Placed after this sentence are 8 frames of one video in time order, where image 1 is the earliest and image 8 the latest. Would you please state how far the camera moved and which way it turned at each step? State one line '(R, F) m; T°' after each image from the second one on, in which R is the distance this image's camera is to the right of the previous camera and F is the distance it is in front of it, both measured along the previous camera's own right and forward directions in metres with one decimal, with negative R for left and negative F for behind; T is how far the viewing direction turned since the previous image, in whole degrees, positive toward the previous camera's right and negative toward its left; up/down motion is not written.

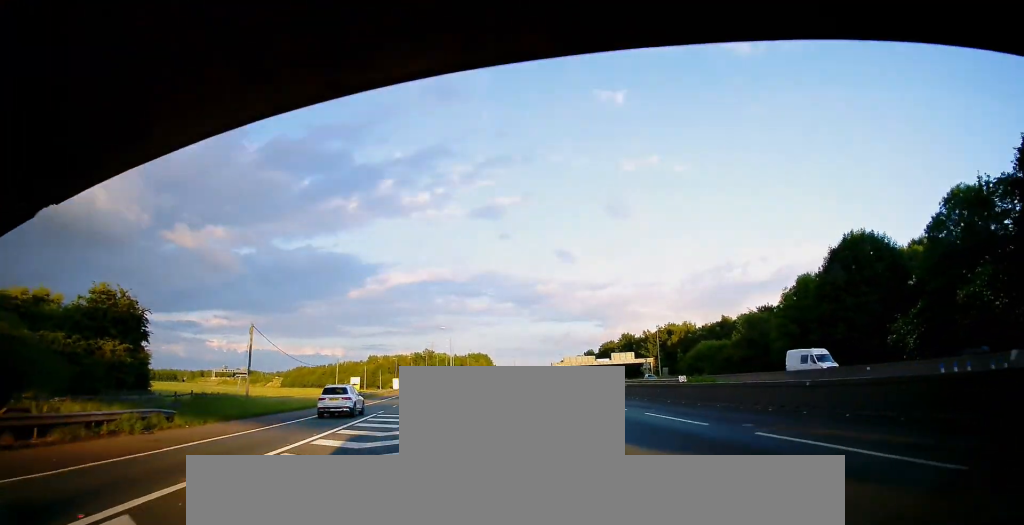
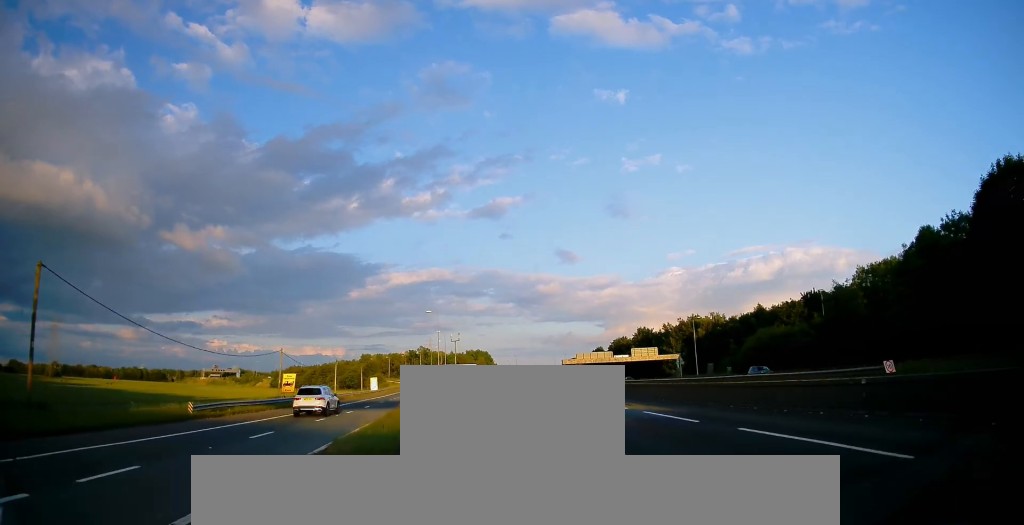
(-0.6, +26.2) m; 0°
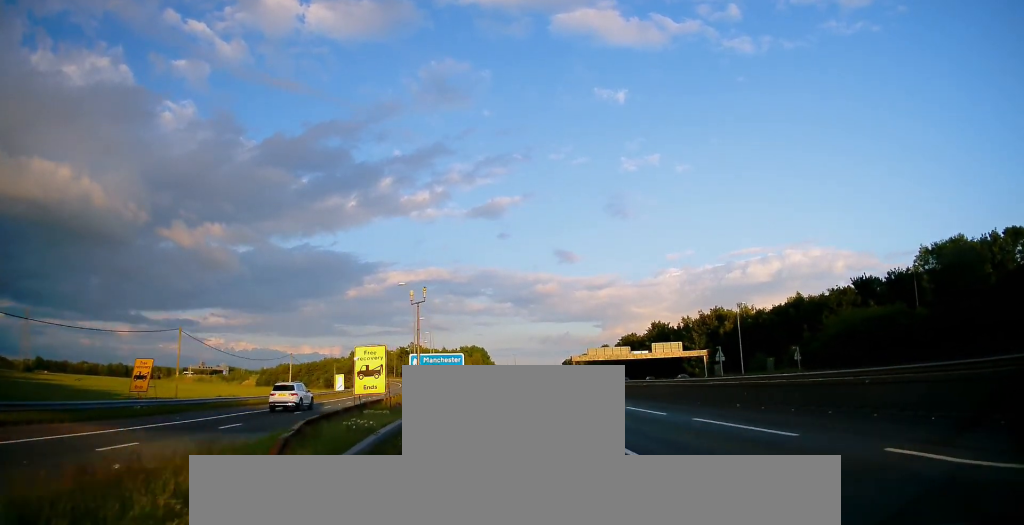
(+0.6, +23.9) m; +1°
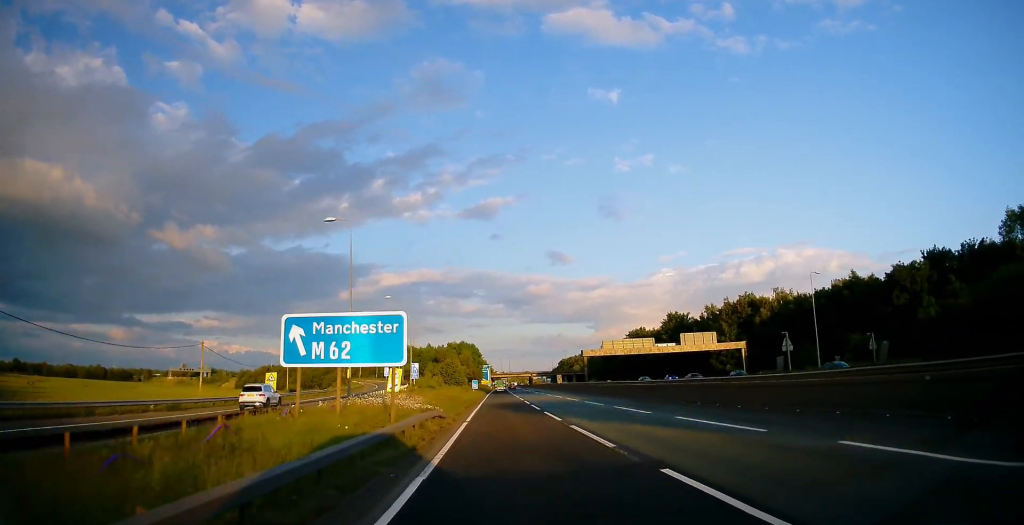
(-0.3, +26.8) m; -1°
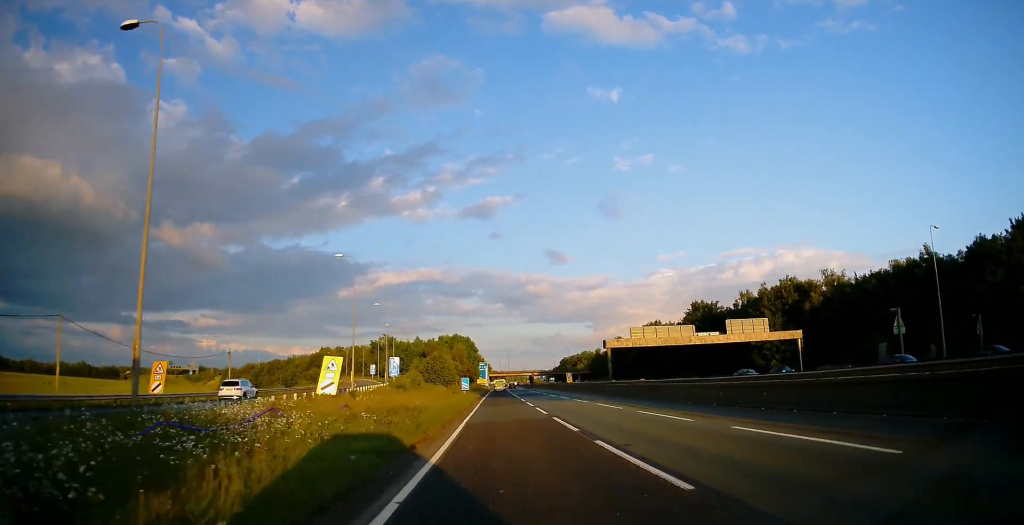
(0.0, +23.2) m; 0°
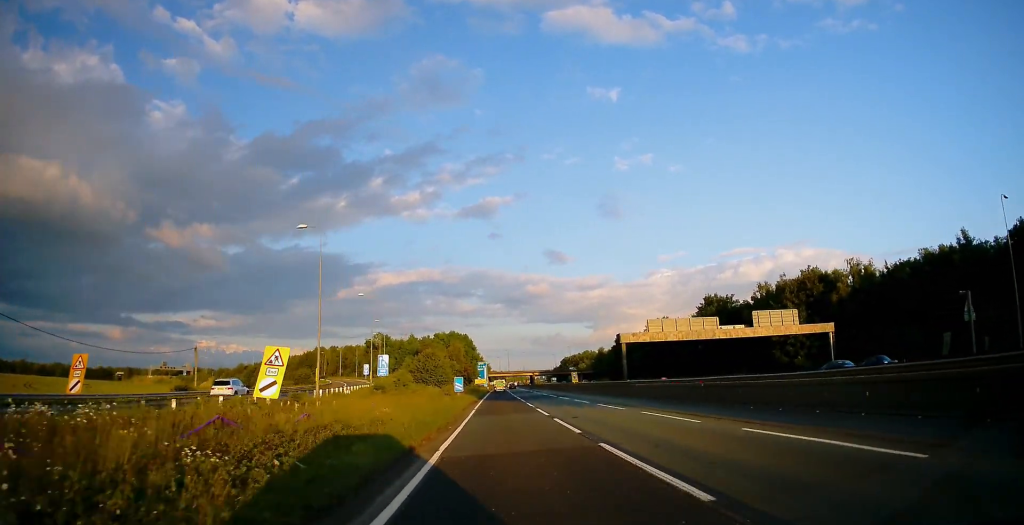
(0.0, +10.3) m; 0°
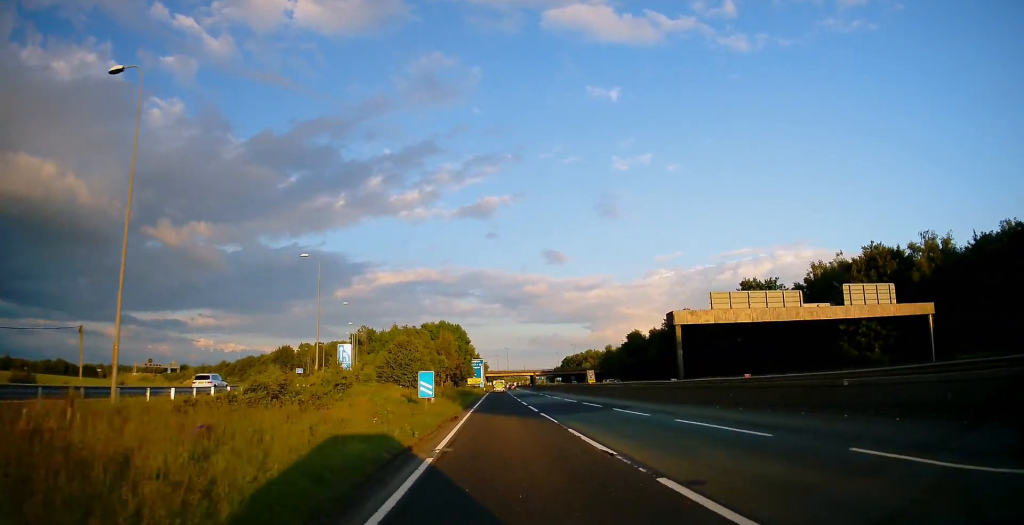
(0.0, +22.6) m; +1°
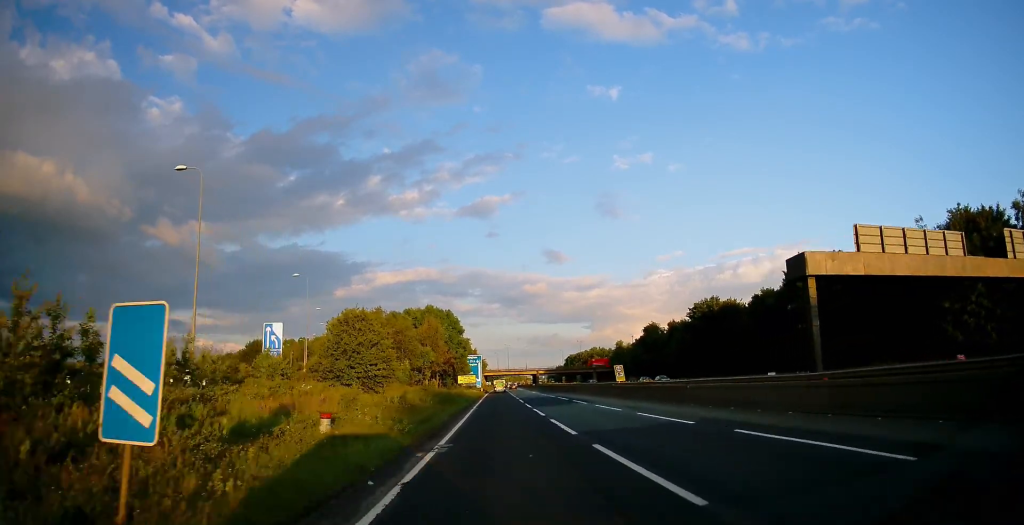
(+0.3, +23.0) m; +1°
